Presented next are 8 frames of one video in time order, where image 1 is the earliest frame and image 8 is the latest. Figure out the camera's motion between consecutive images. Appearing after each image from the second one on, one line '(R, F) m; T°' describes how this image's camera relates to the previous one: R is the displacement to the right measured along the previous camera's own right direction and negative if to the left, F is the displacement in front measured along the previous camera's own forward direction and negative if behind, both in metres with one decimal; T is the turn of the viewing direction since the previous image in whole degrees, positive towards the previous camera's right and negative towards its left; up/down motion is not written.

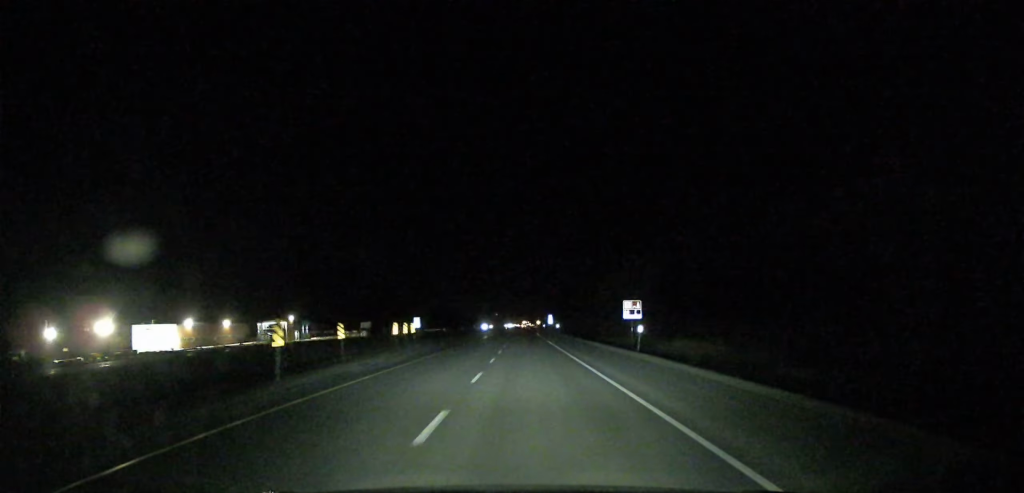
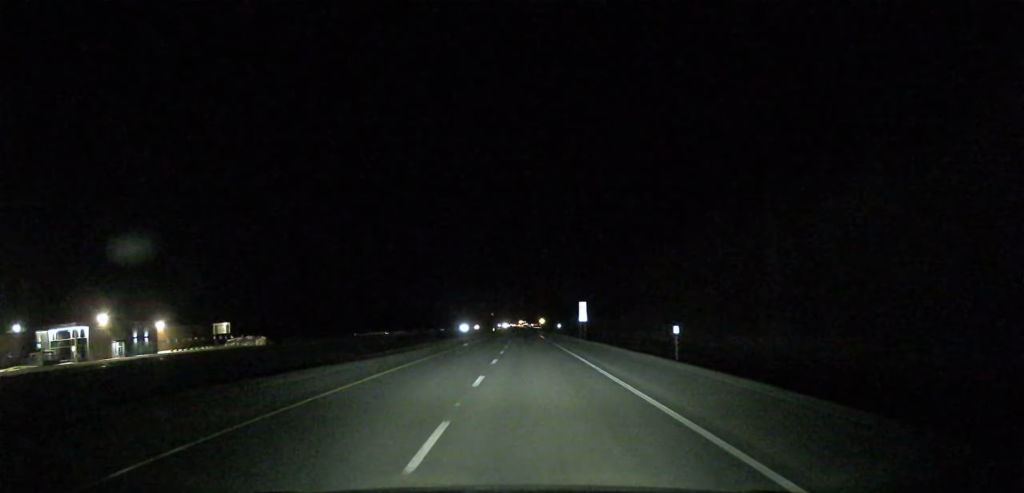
(-0.1, +109.3) m; 0°
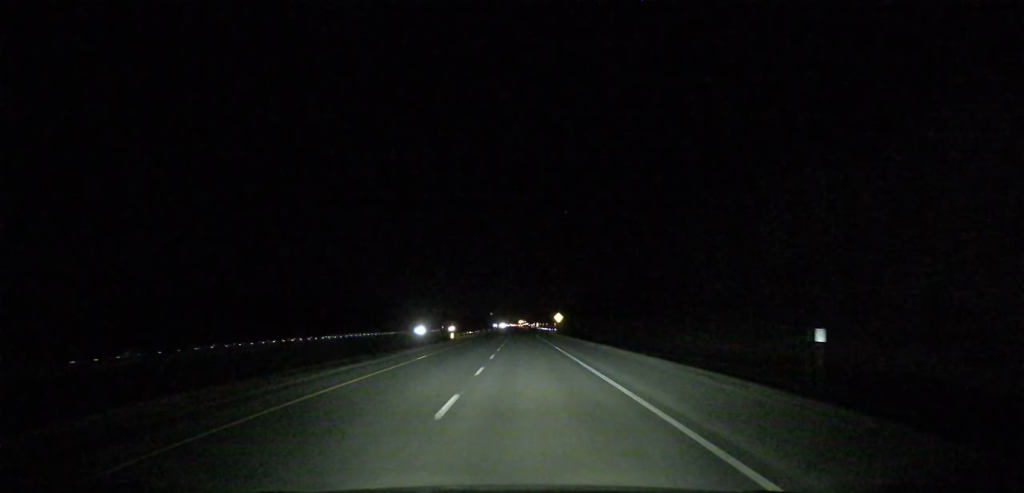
(+0.2, +115.0) m; 0°
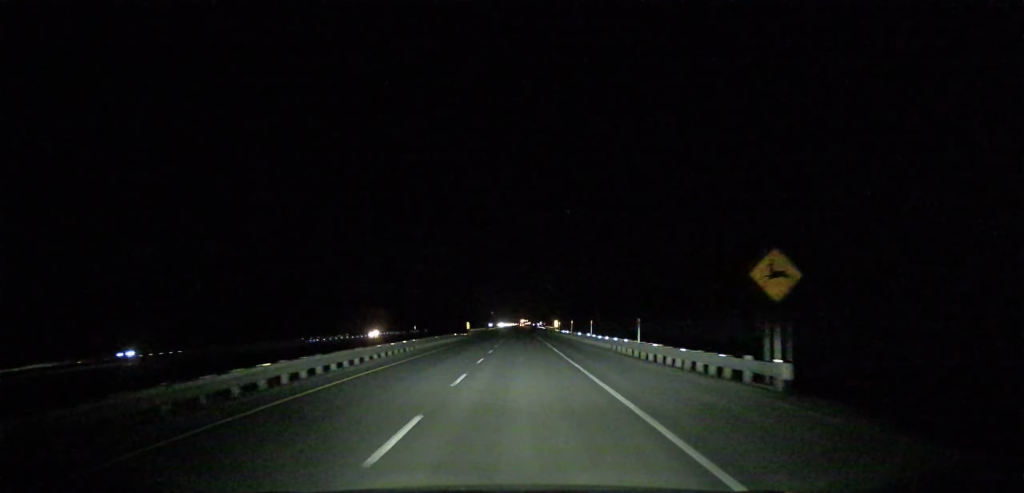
(-0.1, +125.0) m; 0°
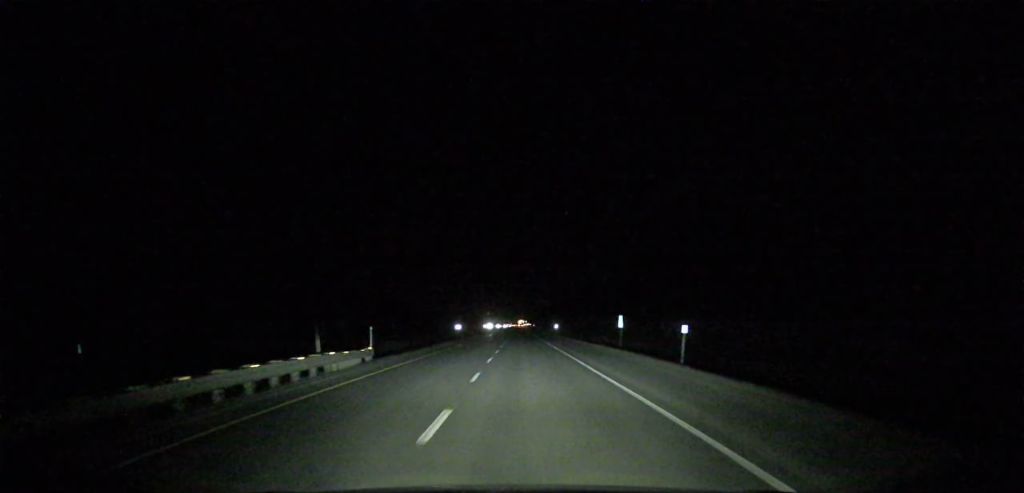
(-0.4, +235.0) m; 0°
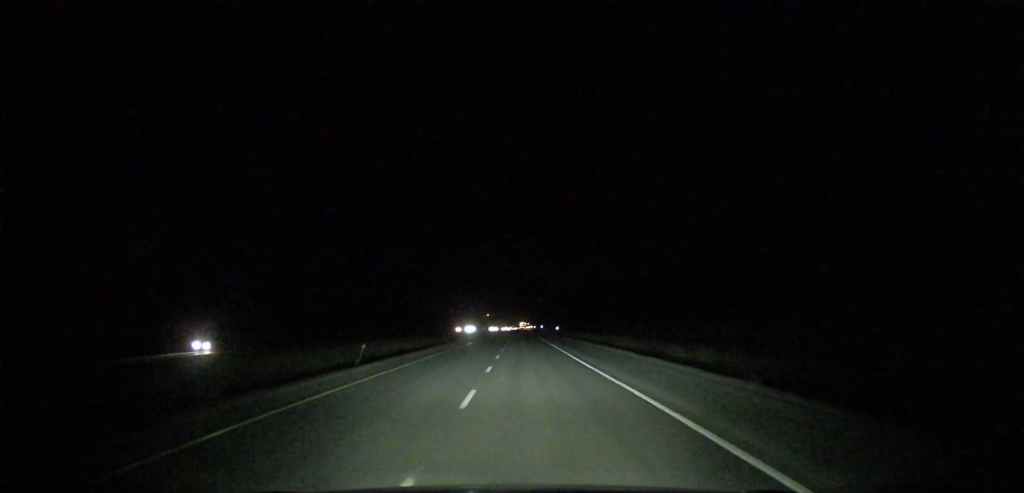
(+0.4, +203.9) m; 0°
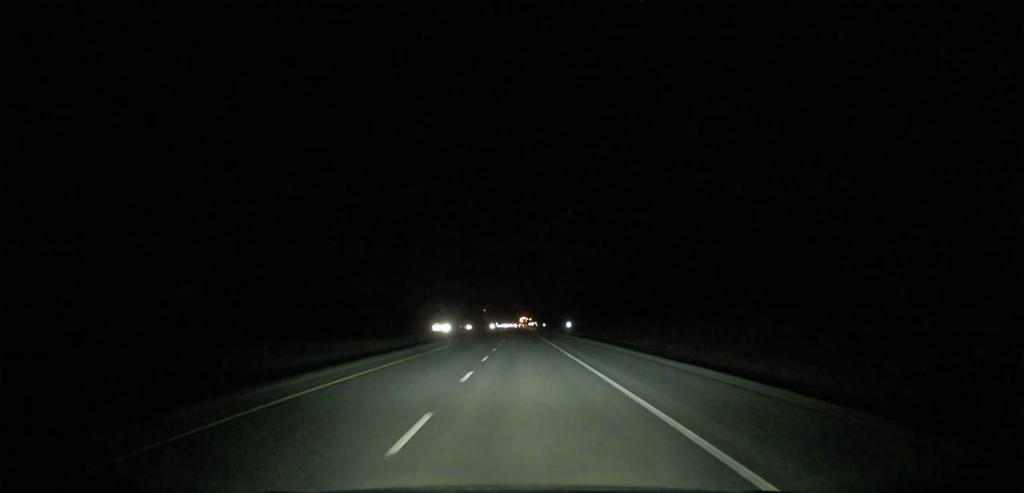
(-0.3, +342.9) m; 0°
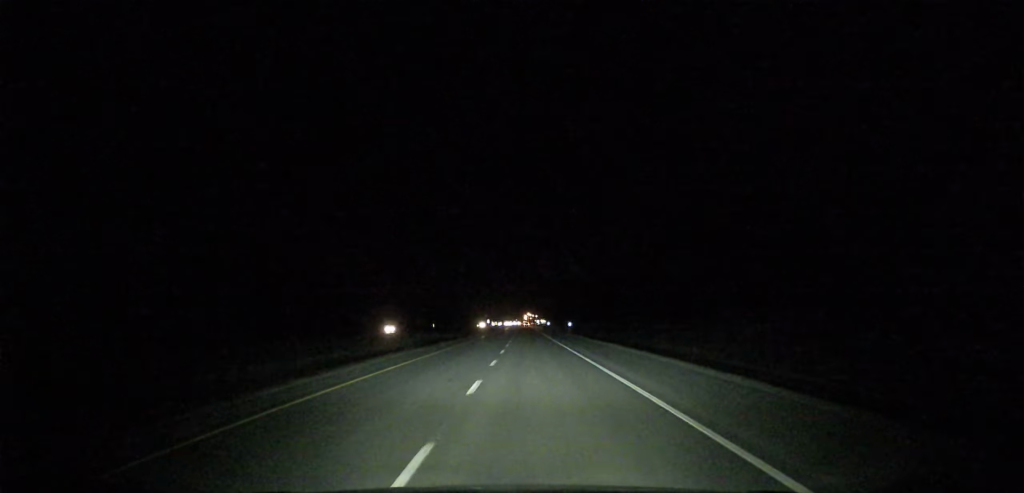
(-0.1, +185.4) m; 0°
